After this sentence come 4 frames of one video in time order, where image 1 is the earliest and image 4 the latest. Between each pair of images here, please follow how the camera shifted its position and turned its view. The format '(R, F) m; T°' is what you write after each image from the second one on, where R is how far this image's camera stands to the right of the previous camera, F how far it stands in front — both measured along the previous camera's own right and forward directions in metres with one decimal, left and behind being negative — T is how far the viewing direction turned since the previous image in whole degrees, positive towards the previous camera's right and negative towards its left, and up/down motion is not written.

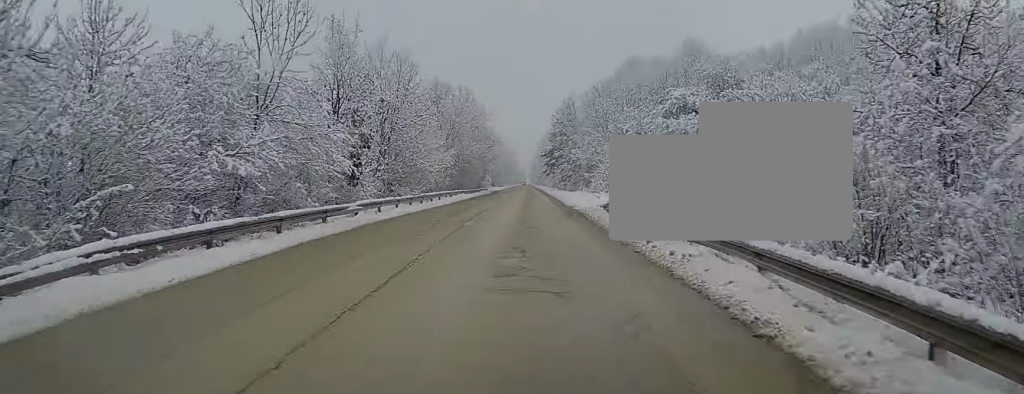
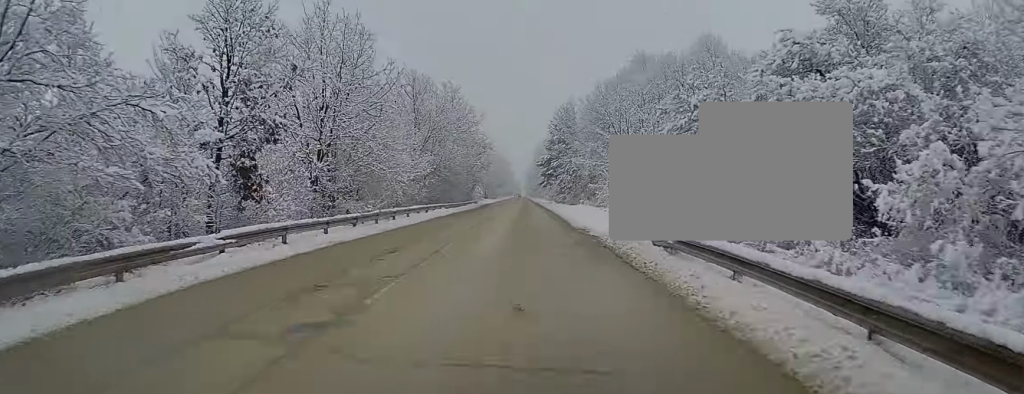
(0.0, +10.6) m; 0°
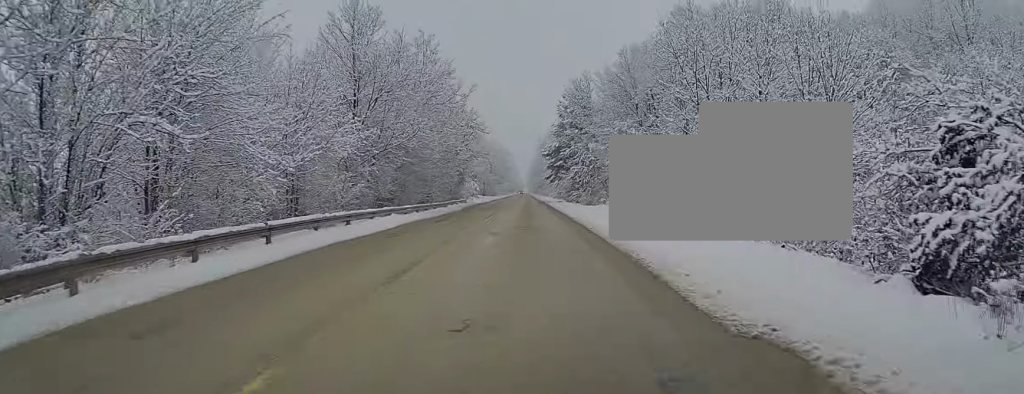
(0.0, +19.9) m; 0°
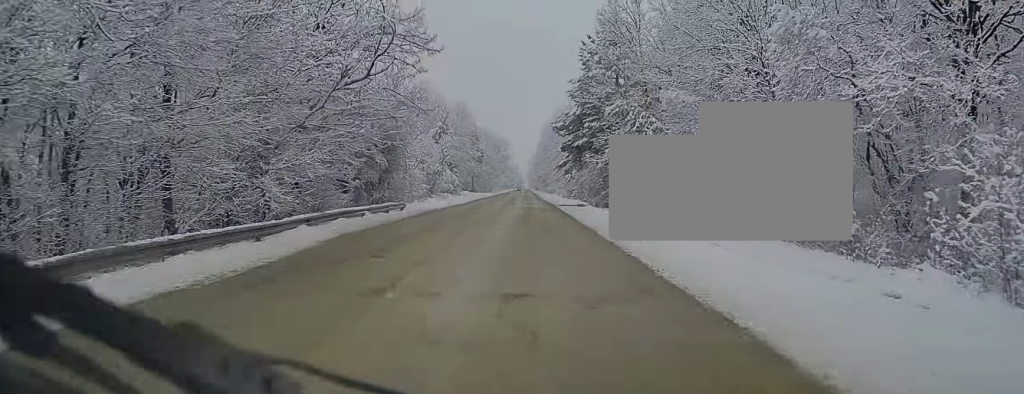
(-0.1, +34.2) m; 0°
